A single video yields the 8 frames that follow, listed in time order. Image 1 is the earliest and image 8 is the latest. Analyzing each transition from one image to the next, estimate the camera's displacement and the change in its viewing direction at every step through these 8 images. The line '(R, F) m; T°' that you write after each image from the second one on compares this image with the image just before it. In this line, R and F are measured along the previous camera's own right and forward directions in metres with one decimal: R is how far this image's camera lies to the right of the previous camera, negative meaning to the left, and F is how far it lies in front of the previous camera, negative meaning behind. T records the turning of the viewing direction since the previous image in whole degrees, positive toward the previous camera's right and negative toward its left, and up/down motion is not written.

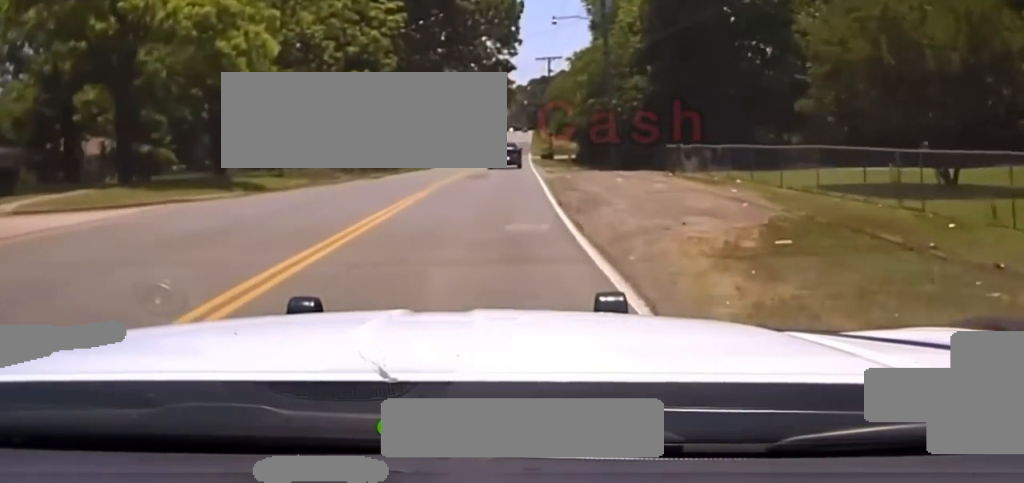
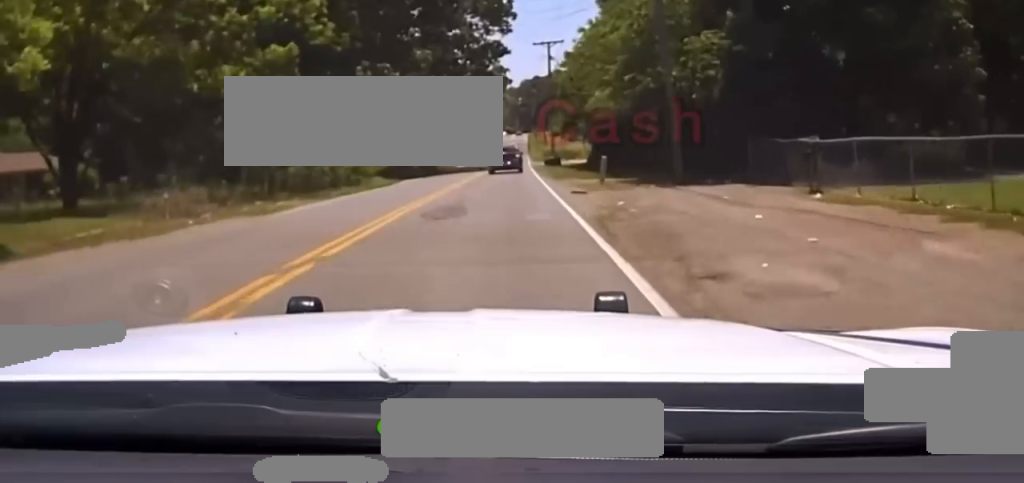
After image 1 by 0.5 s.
(+0.1, +16.1) m; 0°
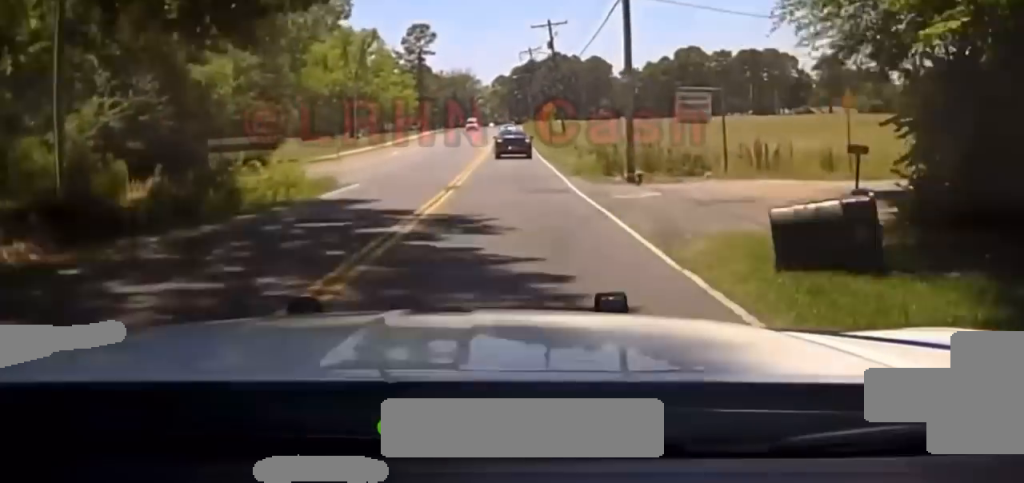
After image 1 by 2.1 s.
(+0.1, +56.1) m; +1°
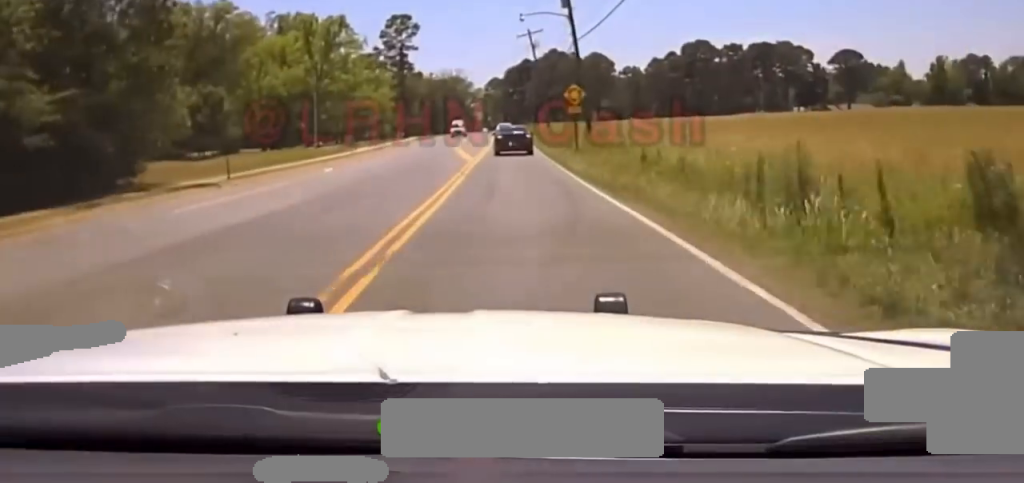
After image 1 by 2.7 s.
(0.0, +24.1) m; +1°
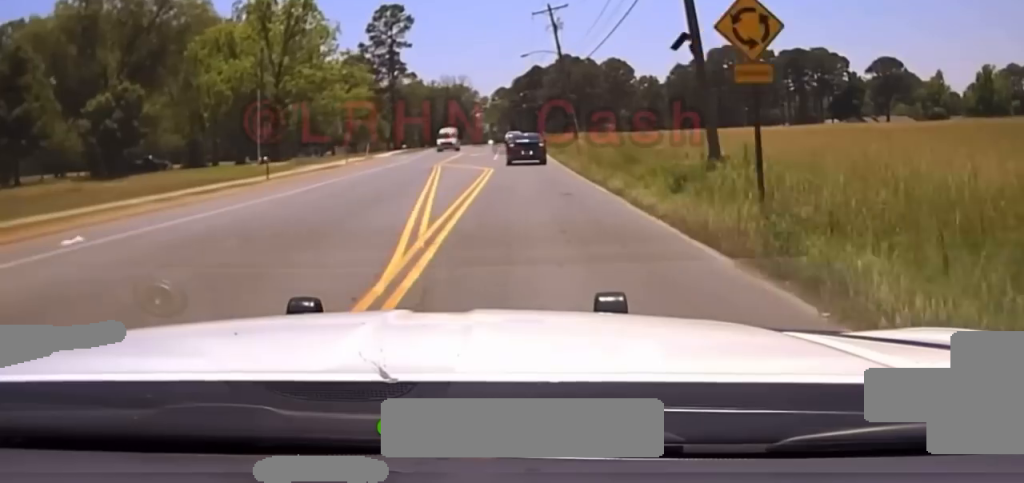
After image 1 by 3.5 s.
(+0.5, +31.1) m; 0°
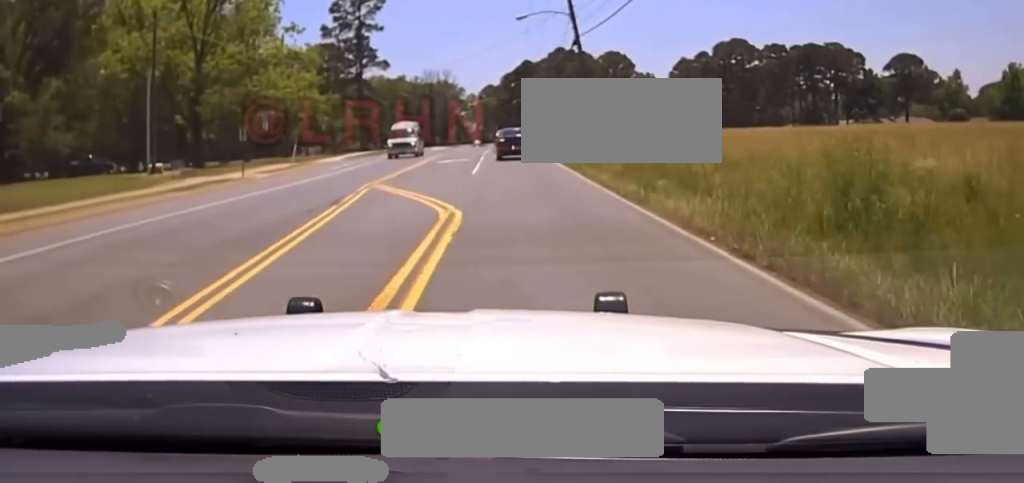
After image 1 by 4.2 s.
(-0.1, +26.1) m; 0°
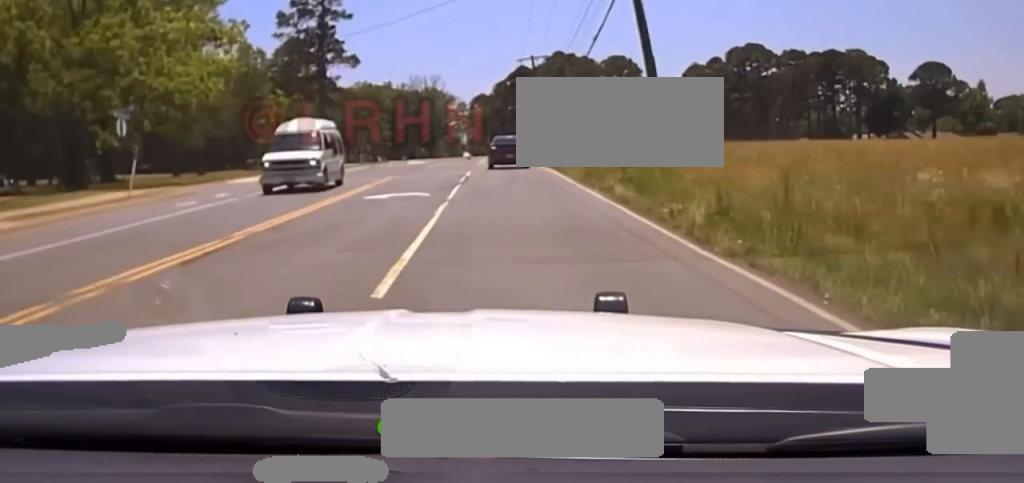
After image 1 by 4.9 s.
(-0.1, +23.8) m; 0°
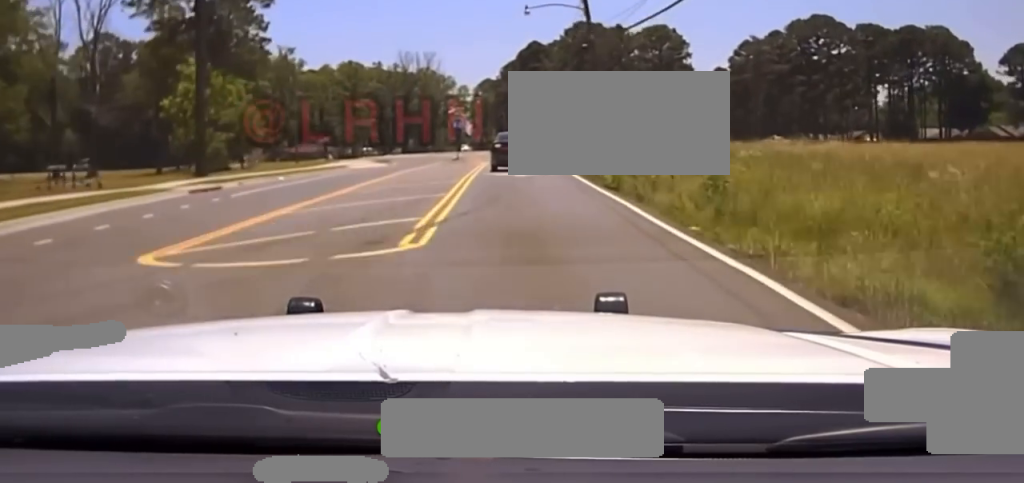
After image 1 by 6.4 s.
(+0.3, +41.7) m; +1°
